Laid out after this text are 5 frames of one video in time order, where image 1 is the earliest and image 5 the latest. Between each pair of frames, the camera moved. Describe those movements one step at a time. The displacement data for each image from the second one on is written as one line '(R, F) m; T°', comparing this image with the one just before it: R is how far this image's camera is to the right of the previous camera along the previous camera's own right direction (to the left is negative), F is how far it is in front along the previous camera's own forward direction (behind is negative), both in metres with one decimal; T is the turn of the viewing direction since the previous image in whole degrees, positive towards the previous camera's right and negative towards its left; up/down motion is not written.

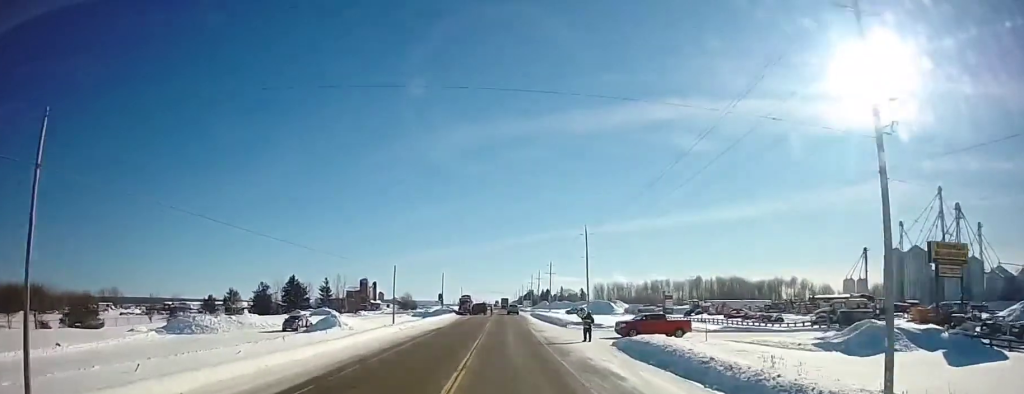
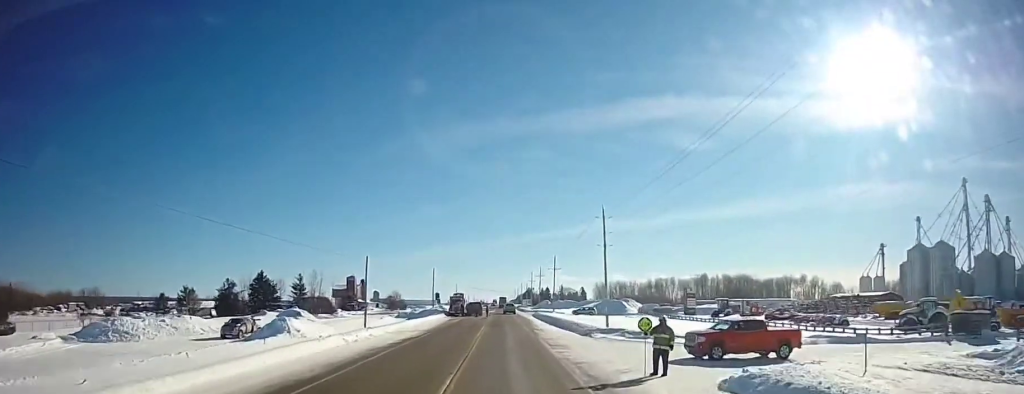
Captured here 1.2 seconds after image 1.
(-0.6, +17.1) m; -2°
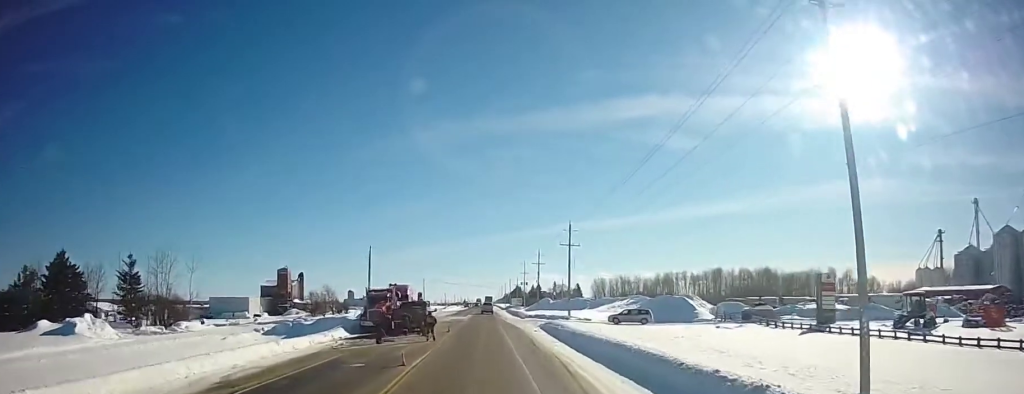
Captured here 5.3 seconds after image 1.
(+2.8, +53.3) m; +3°
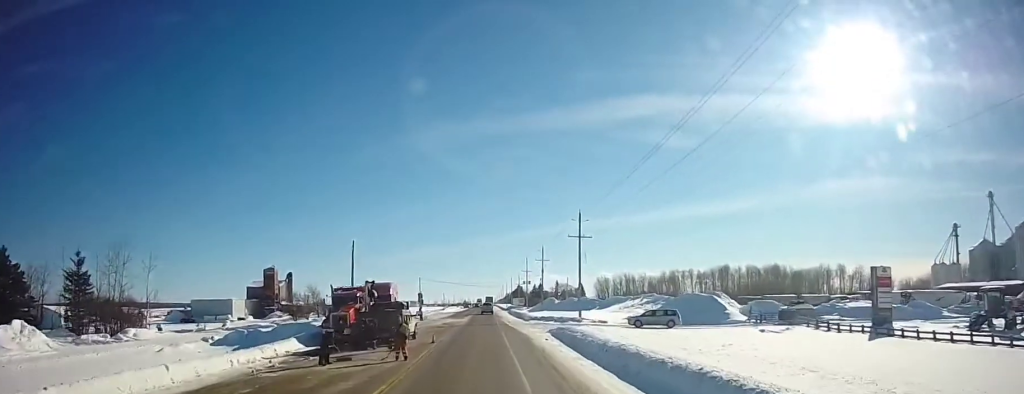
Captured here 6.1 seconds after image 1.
(+0.3, +10.0) m; 0°
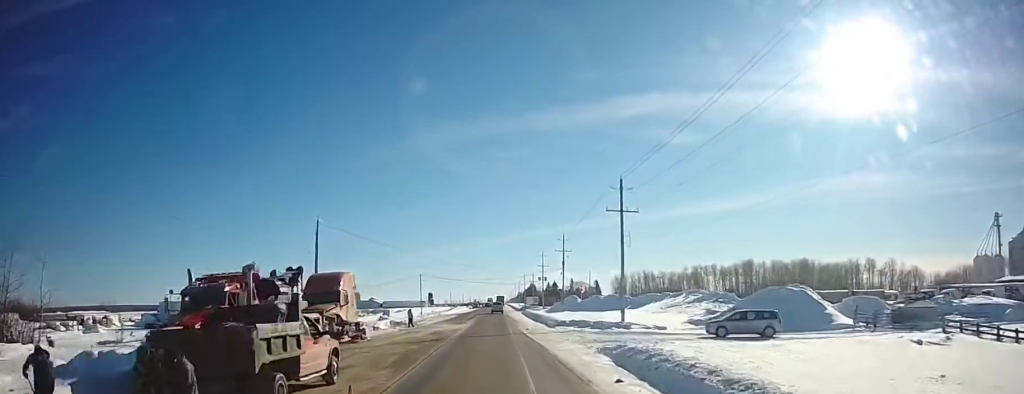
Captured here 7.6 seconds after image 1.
(-0.4, +19.3) m; -2°
